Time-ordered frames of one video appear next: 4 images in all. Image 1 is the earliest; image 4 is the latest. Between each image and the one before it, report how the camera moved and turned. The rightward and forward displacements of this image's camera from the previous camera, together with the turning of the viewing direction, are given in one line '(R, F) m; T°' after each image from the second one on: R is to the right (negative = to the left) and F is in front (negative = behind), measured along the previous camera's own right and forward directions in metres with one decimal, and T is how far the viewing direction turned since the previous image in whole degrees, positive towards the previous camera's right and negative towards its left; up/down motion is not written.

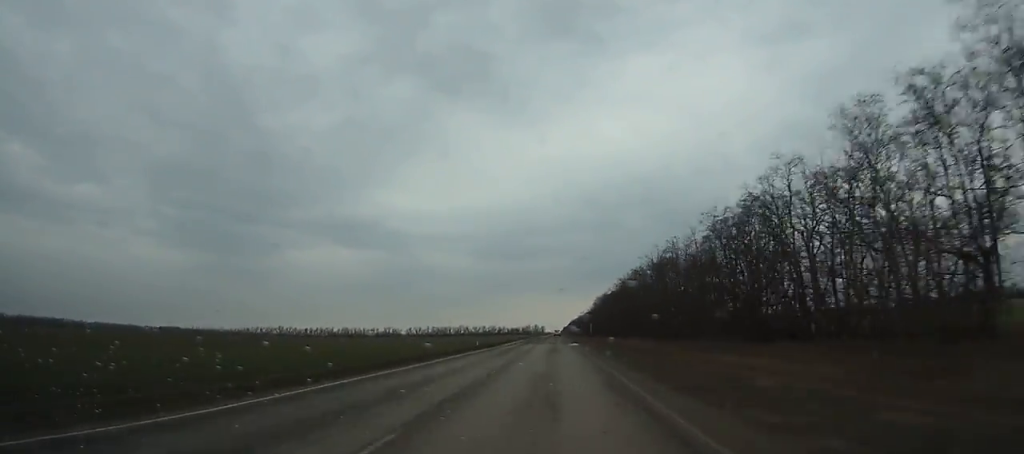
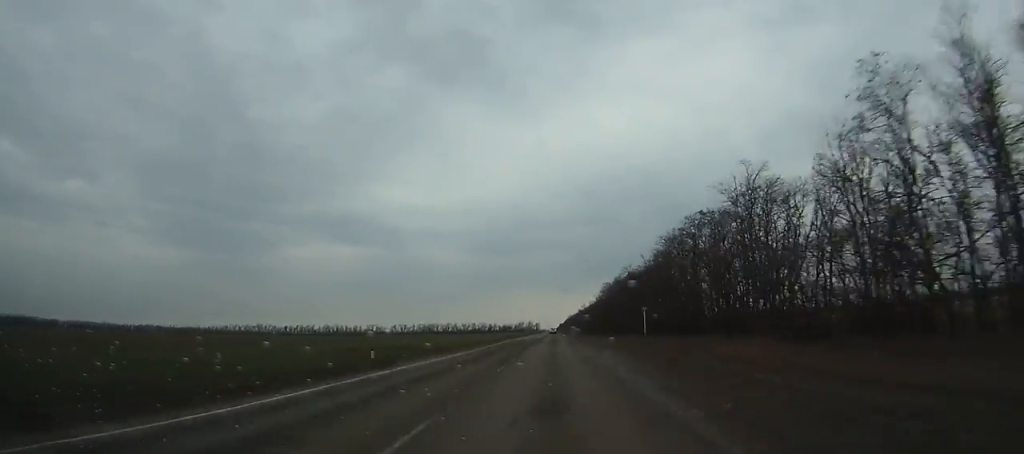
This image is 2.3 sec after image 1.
(0.0, +58.8) m; 0°
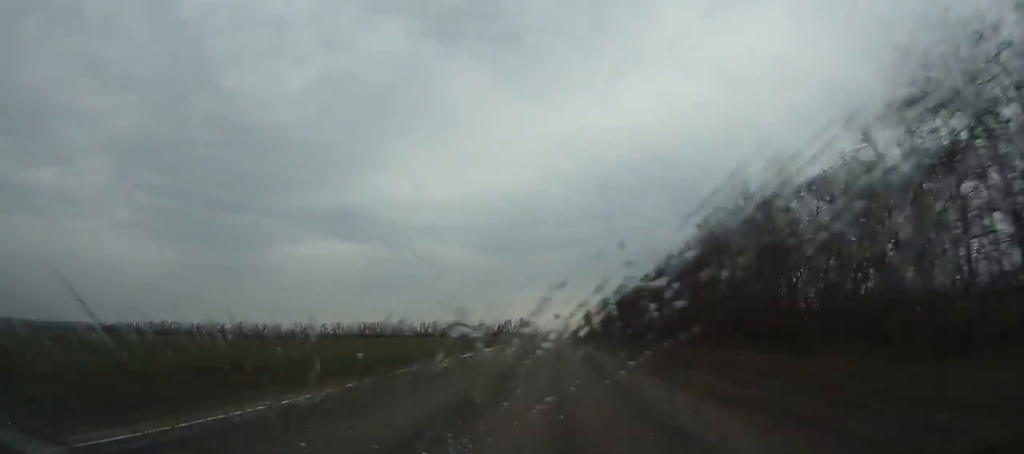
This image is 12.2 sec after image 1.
(0.0, +255.1) m; 0°
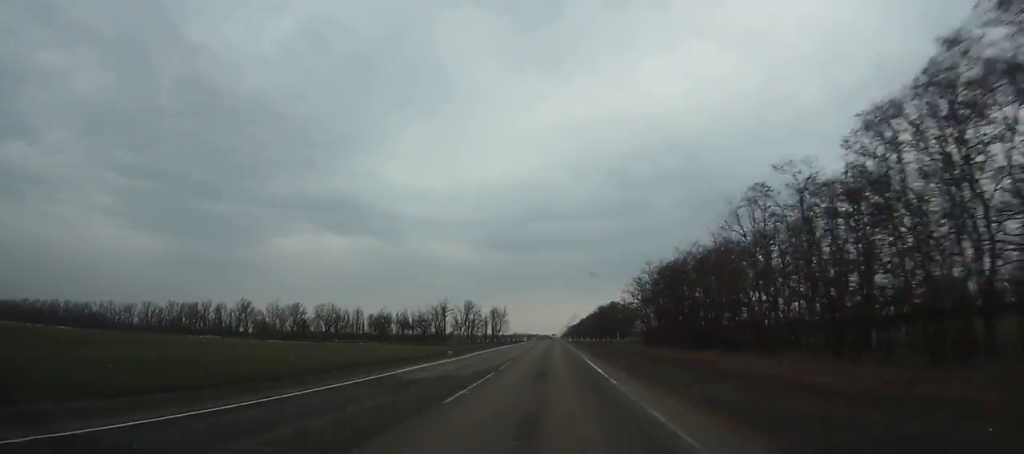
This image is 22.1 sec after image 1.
(-0.3, +257.3) m; 0°
